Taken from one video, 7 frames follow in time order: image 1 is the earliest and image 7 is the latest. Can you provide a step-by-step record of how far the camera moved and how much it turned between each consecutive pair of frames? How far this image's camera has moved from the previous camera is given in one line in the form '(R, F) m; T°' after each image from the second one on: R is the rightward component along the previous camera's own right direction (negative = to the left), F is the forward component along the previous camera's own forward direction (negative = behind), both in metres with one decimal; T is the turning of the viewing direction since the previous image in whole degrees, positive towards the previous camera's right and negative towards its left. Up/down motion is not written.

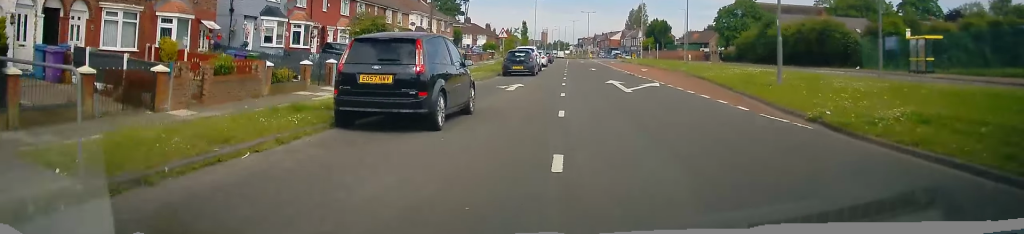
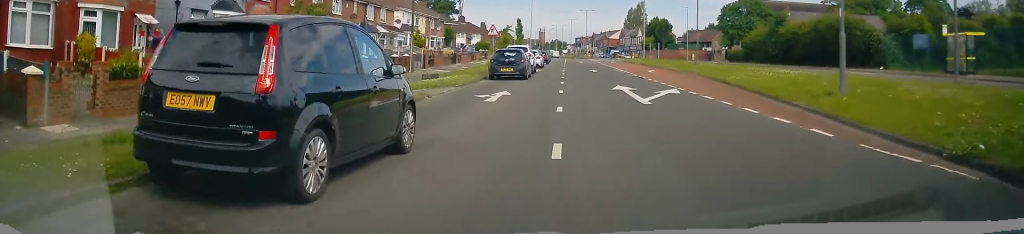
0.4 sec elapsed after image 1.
(-0.1, +4.8) m; 0°
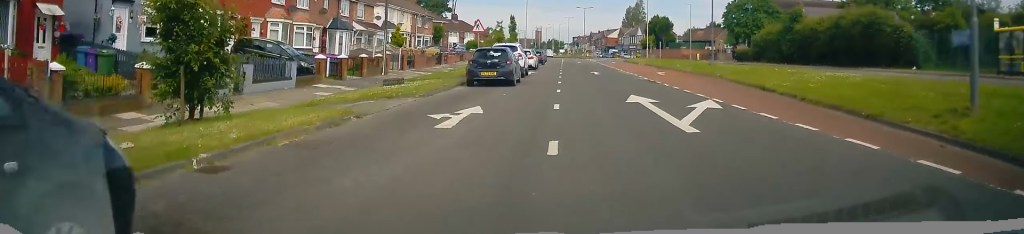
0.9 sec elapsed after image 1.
(+0.1, +5.6) m; +1°
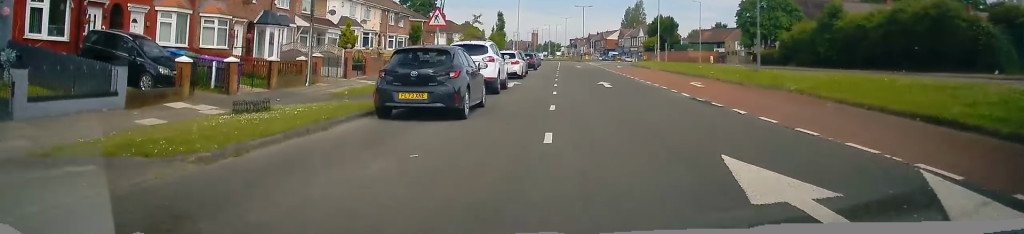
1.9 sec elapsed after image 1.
(+0.1, +10.4) m; +1°
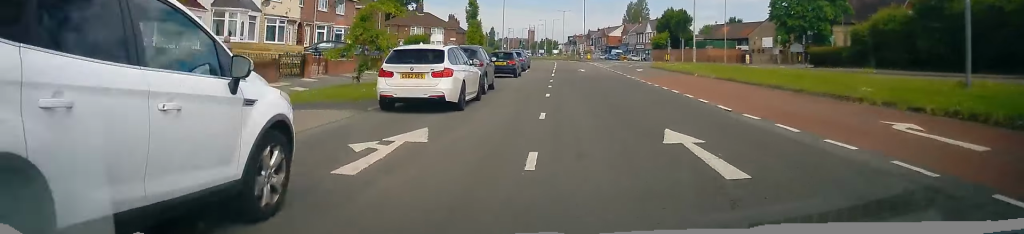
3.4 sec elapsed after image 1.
(+0.4, +17.4) m; +1°
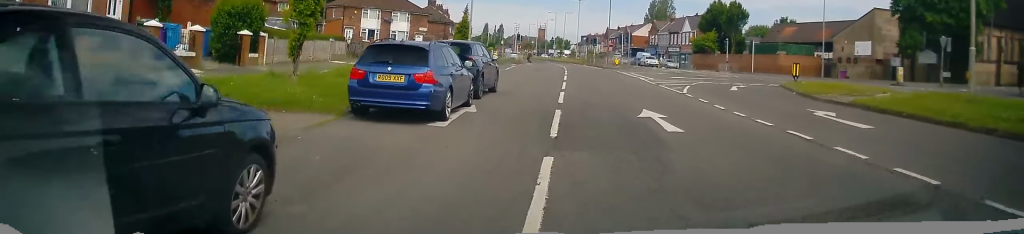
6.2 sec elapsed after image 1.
(-0.5, +30.3) m; -2°
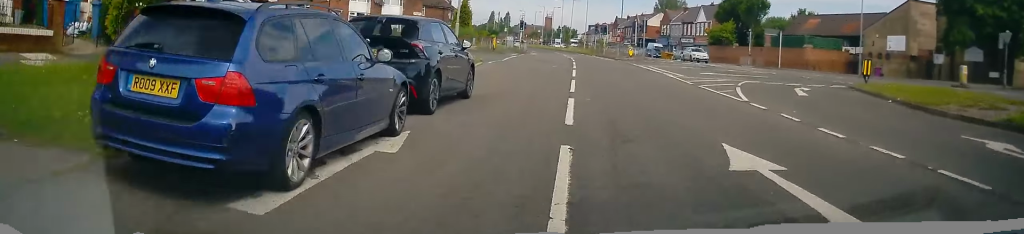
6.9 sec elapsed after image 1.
(0.0, +6.4) m; 0°
